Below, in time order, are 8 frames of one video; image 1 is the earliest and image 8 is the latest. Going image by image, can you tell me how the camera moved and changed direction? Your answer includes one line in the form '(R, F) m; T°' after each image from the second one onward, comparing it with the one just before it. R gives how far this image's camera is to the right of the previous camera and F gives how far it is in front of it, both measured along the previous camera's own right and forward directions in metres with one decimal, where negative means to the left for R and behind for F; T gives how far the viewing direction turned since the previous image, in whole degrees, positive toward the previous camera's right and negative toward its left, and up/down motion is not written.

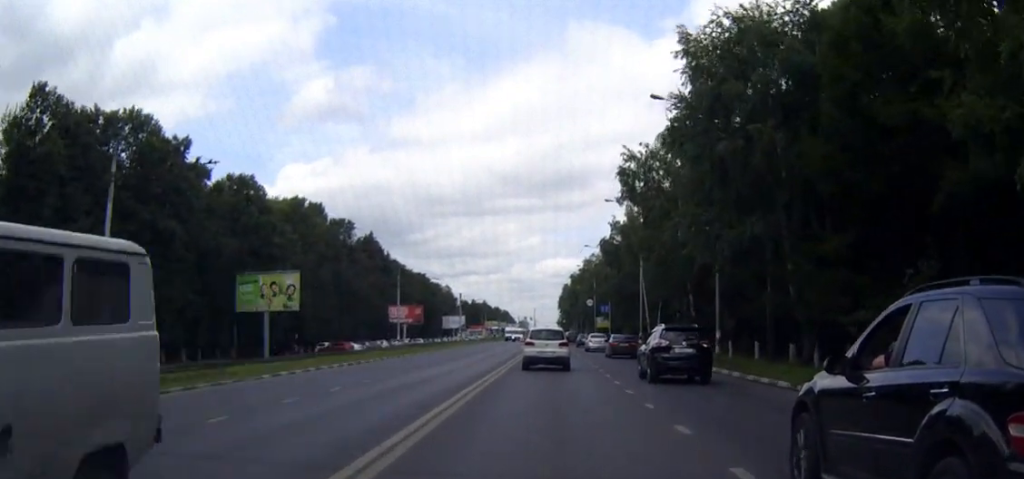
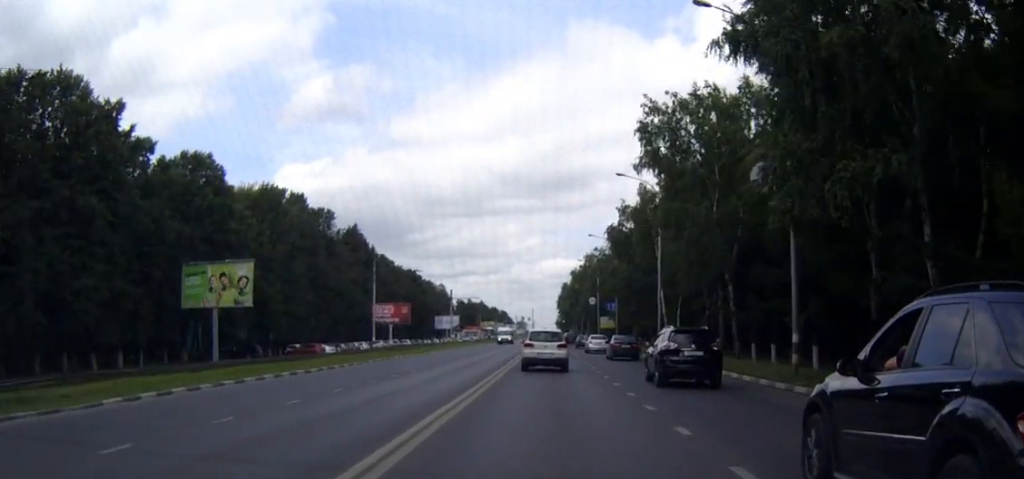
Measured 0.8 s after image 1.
(0.0, +12.1) m; 0°
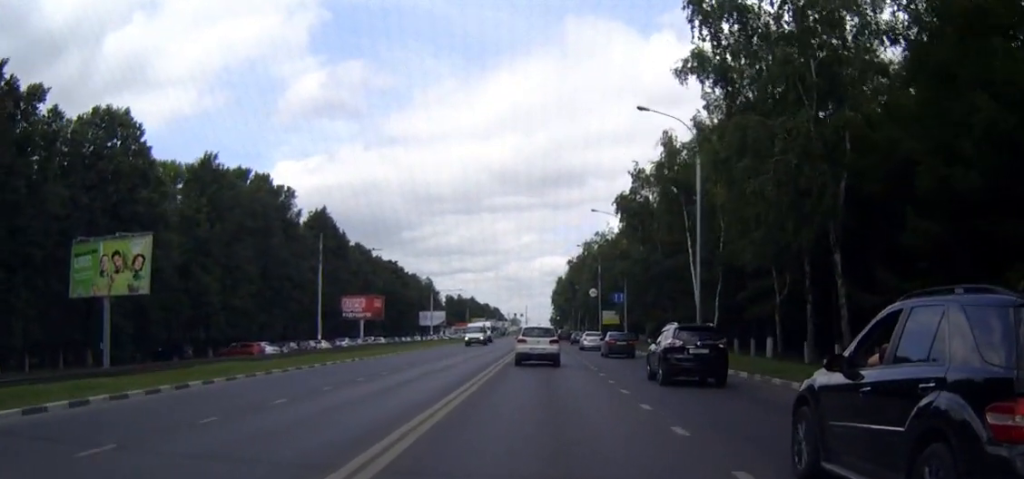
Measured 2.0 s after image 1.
(0.0, +16.8) m; 0°
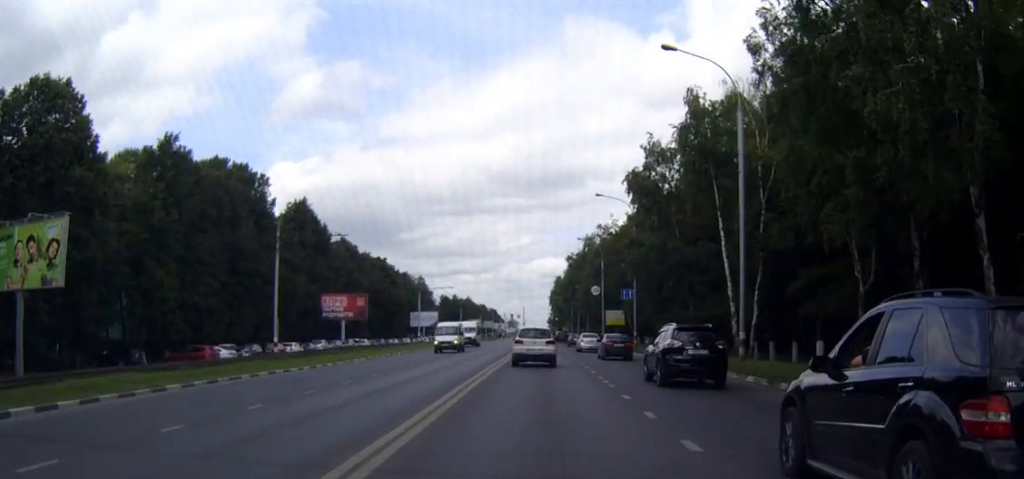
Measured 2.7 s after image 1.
(0.0, +9.5) m; 0°
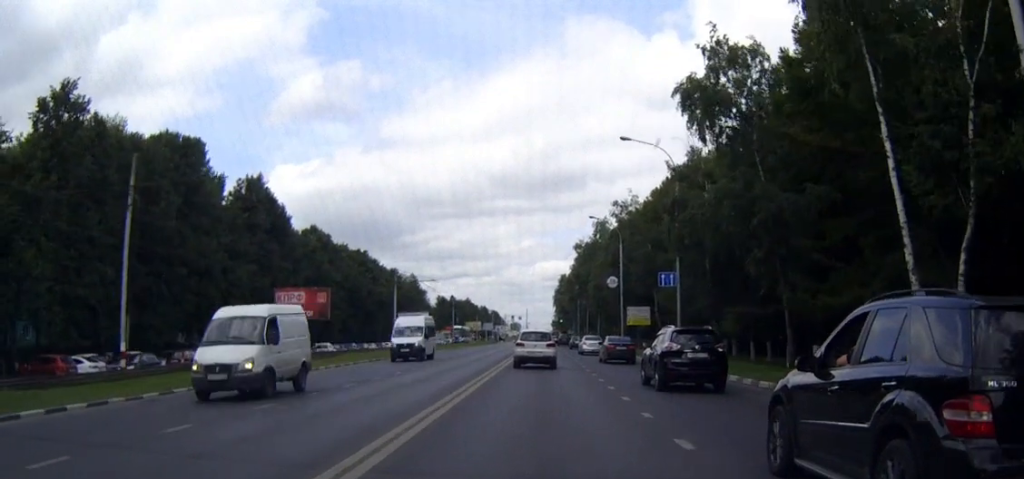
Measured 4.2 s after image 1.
(+0.1, +19.5) m; 0°
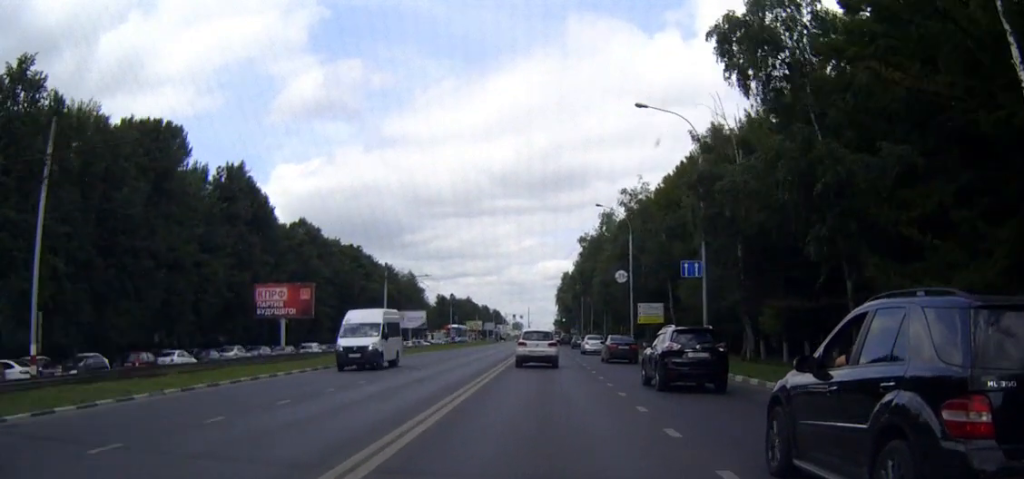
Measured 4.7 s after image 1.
(-0.1, +6.6) m; 0°
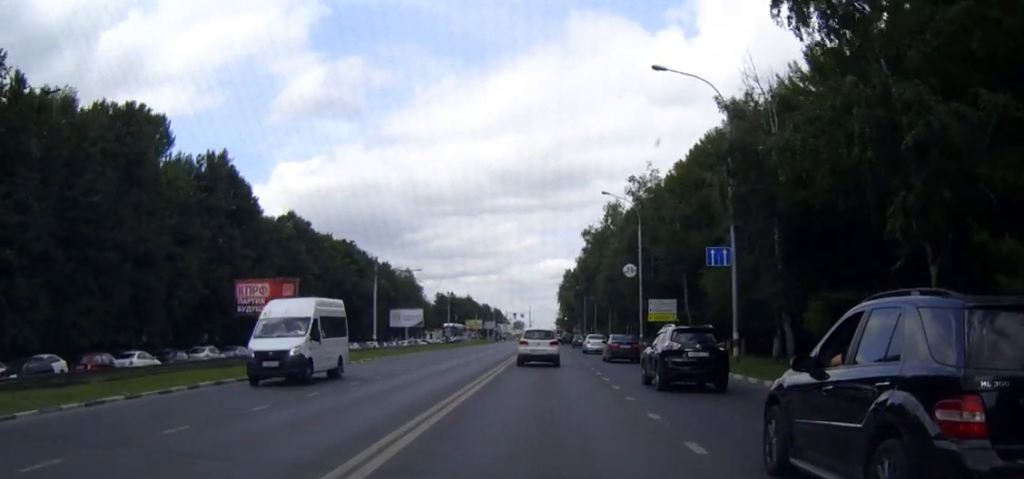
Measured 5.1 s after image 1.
(0.0, +5.7) m; 0°
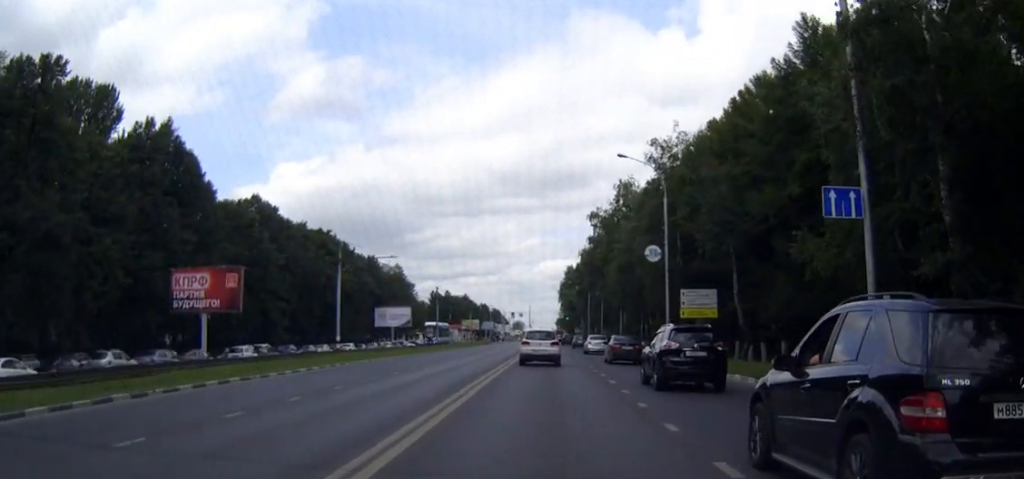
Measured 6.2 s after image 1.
(0.0, +13.9) m; 0°
